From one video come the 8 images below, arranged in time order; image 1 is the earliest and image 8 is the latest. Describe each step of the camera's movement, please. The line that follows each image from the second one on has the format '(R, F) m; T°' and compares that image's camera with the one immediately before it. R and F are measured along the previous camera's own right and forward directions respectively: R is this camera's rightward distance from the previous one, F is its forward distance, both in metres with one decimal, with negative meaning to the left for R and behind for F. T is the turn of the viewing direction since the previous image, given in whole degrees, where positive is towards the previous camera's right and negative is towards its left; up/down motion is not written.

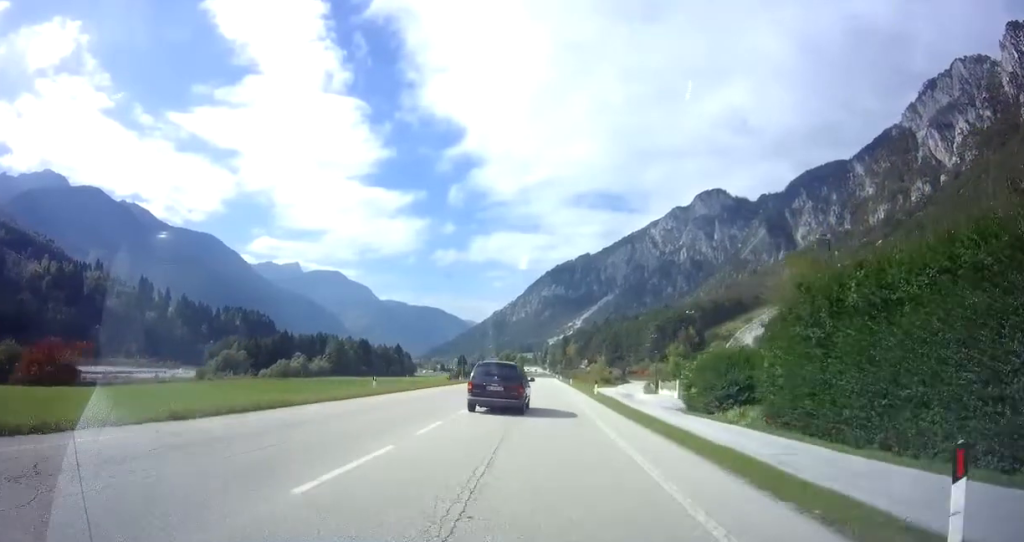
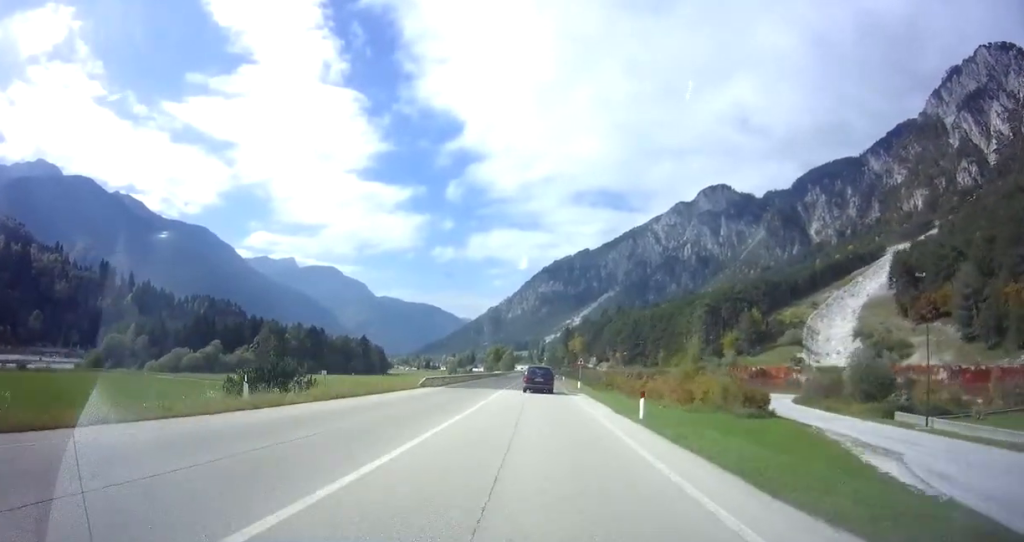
(+0.5, +71.3) m; 0°
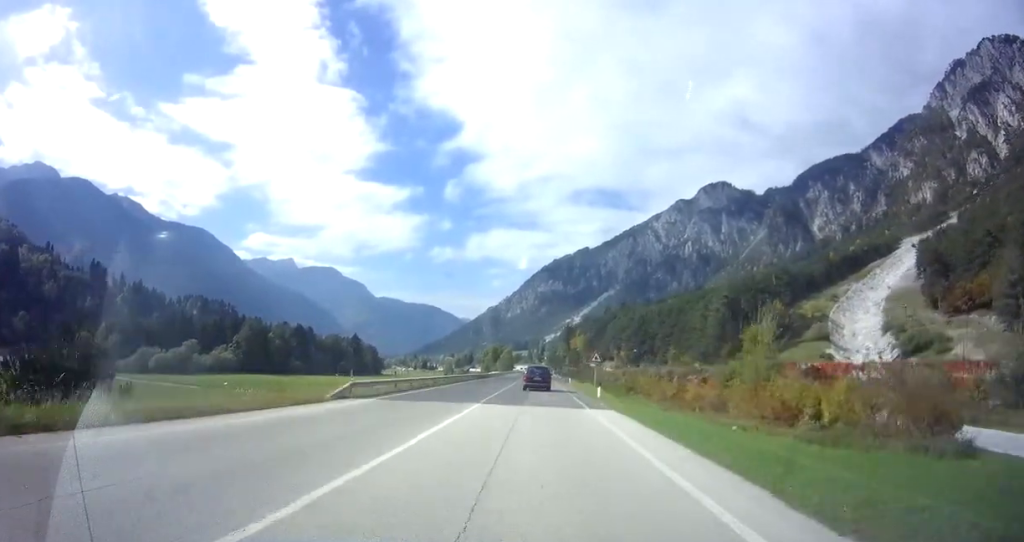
(-0.2, +15.2) m; 0°
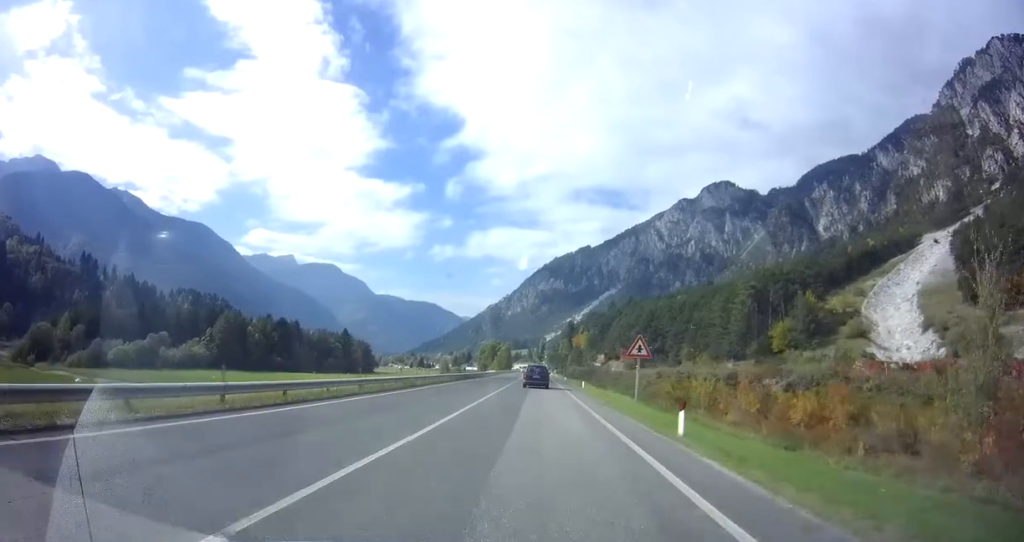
(-0.1, +17.5) m; 0°
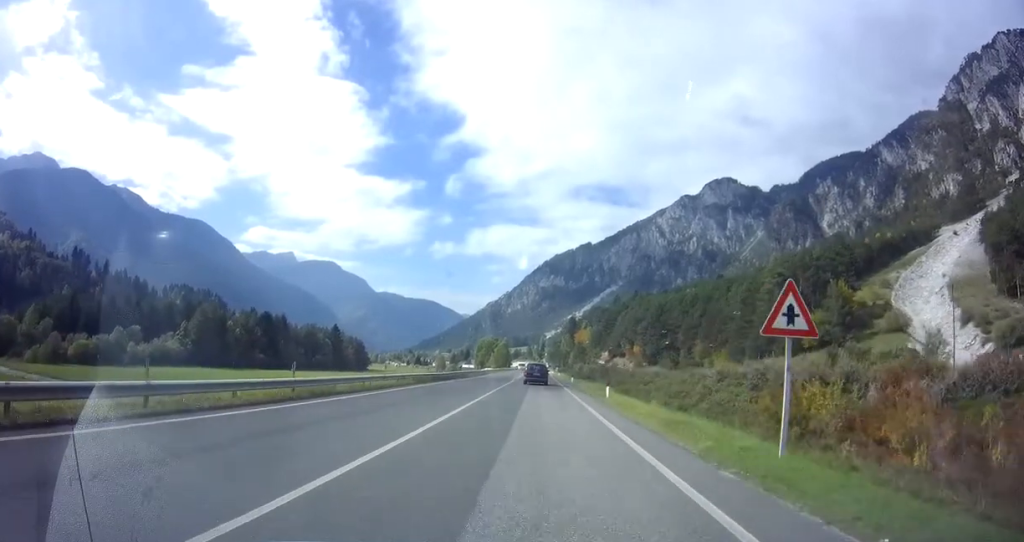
(+0.3, +15.1) m; 0°
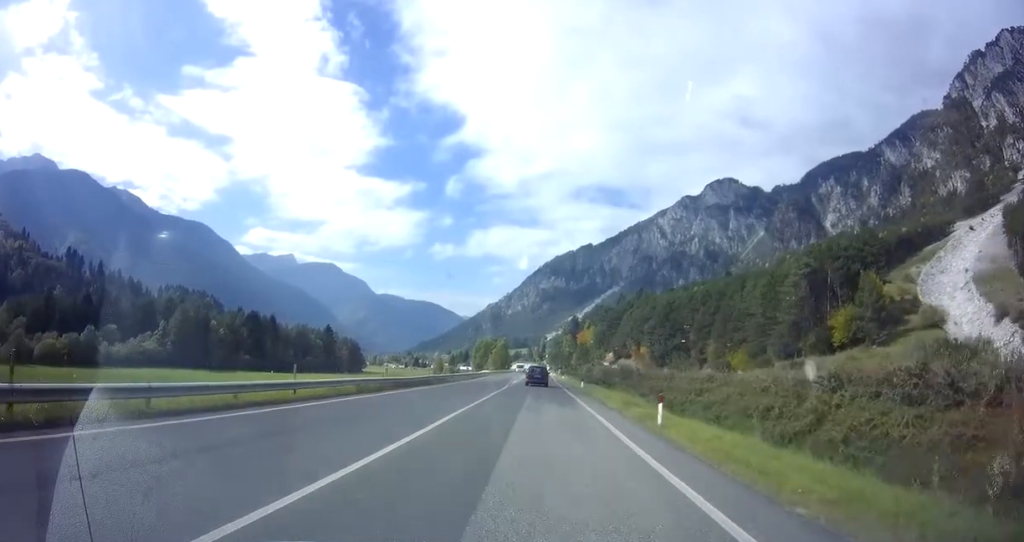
(-0.2, +11.3) m; 0°
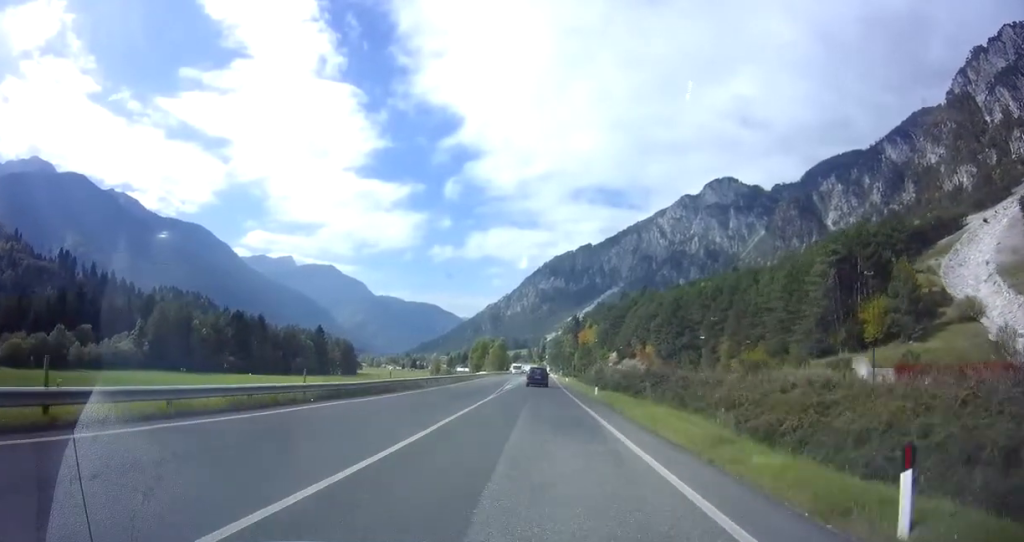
(-0.2, +10.5) m; 0°
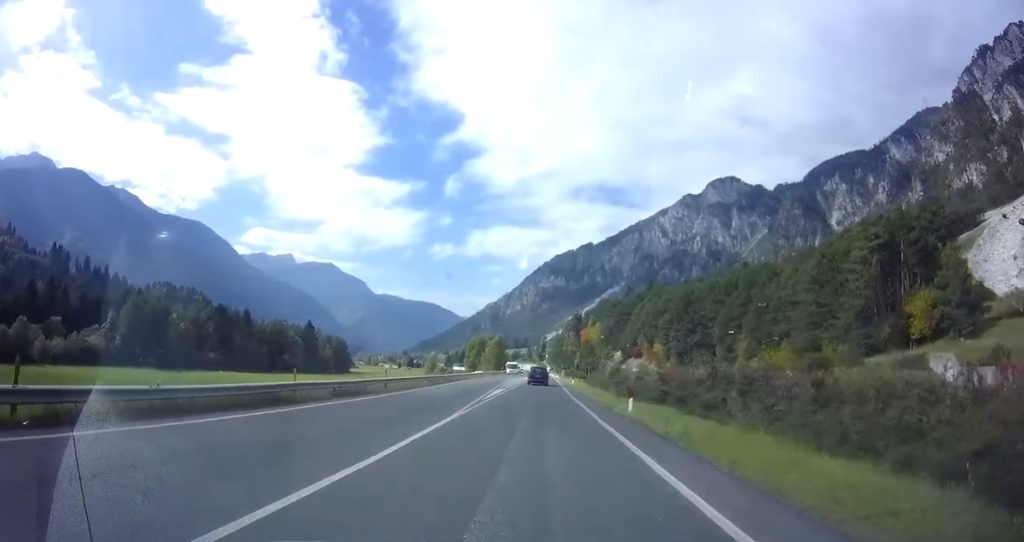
(+0.2, +12.1) m; +1°
